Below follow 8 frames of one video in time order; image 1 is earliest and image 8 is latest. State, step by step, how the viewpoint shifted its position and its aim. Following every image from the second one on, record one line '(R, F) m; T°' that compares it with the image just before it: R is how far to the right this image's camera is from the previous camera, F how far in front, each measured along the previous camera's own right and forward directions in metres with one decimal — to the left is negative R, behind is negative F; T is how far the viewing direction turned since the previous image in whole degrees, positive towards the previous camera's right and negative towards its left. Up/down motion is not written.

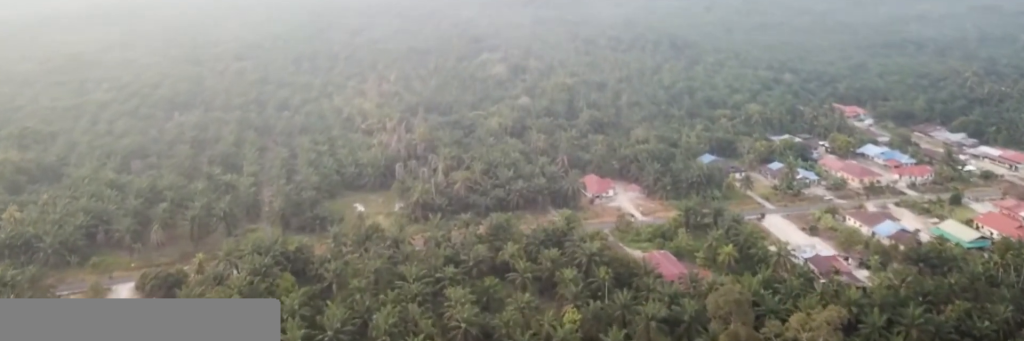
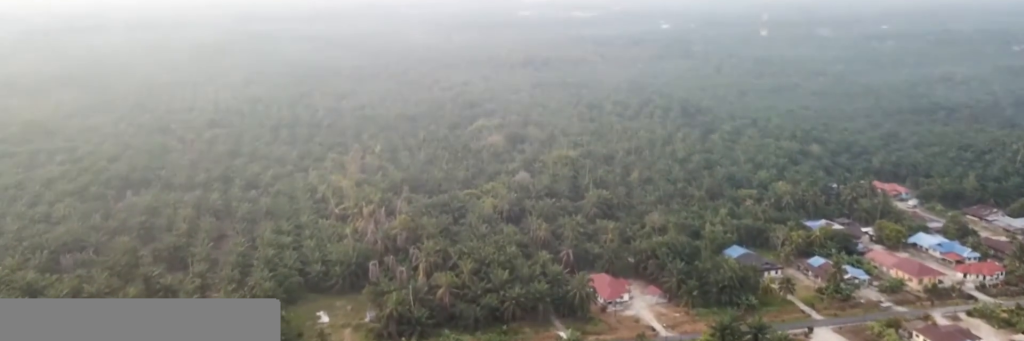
(0.0, +48.3) m; 0°
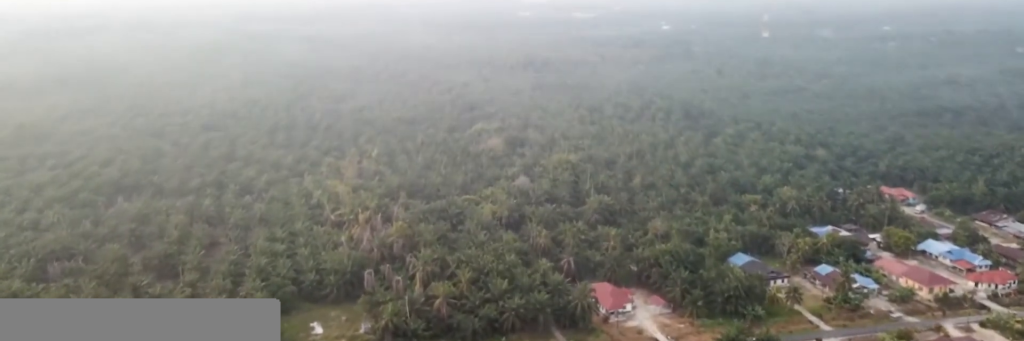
(0.0, +6.9) m; 0°
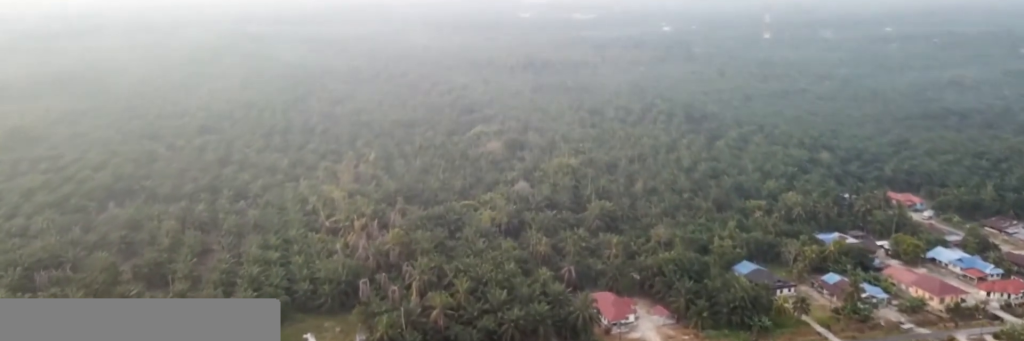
(0.0, +6.9) m; 0°
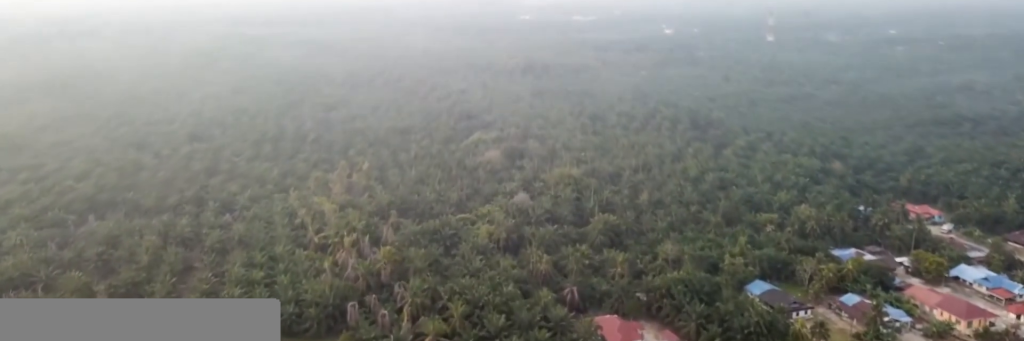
(0.0, +16.4) m; 0°
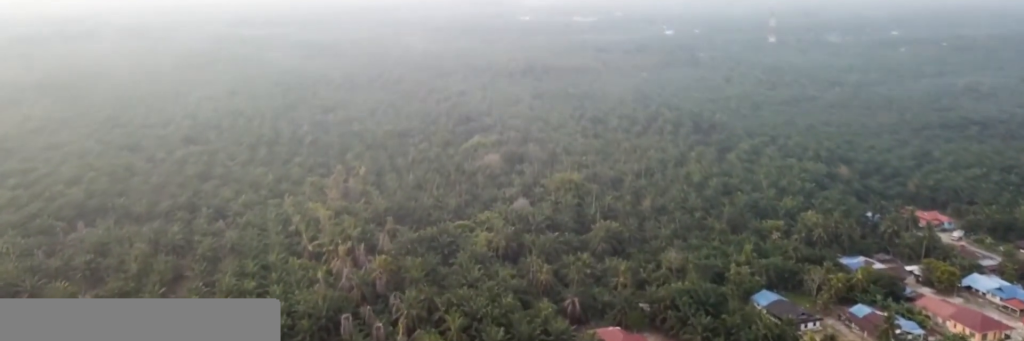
(0.0, +7.5) m; 0°
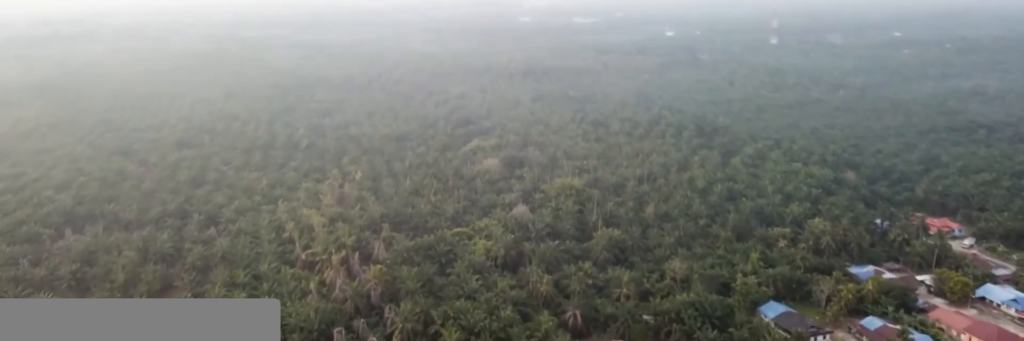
(0.0, +8.4) m; 0°
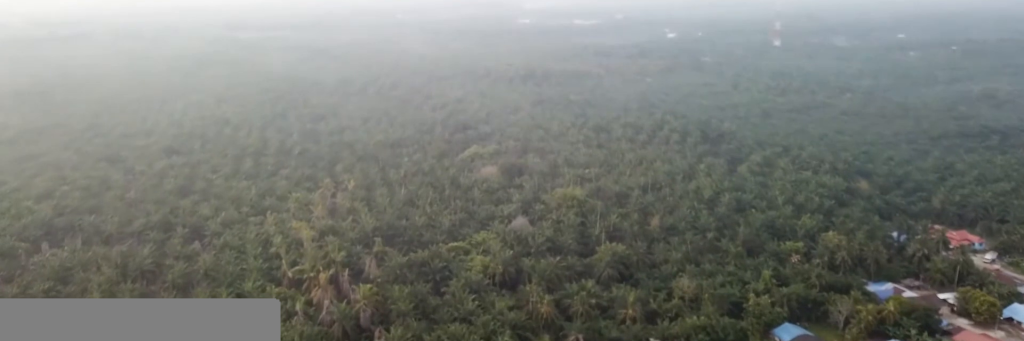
(0.0, +14.9) m; 0°
